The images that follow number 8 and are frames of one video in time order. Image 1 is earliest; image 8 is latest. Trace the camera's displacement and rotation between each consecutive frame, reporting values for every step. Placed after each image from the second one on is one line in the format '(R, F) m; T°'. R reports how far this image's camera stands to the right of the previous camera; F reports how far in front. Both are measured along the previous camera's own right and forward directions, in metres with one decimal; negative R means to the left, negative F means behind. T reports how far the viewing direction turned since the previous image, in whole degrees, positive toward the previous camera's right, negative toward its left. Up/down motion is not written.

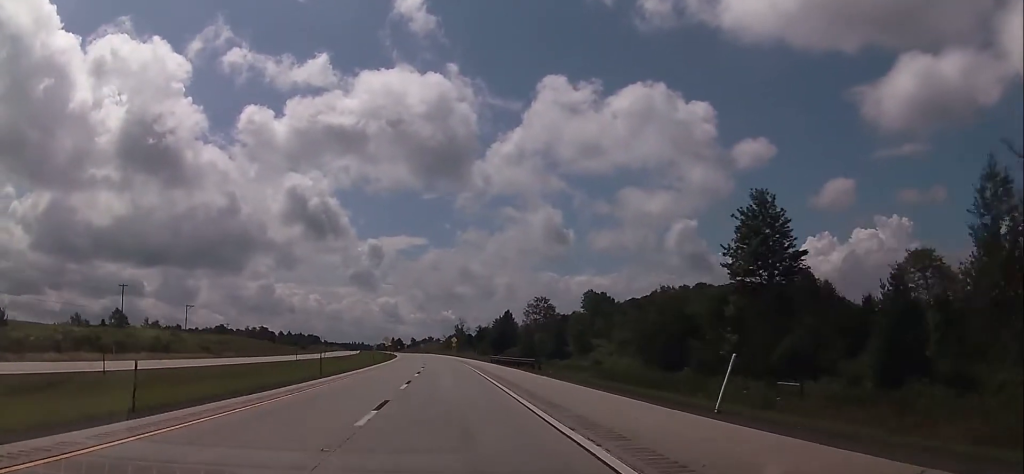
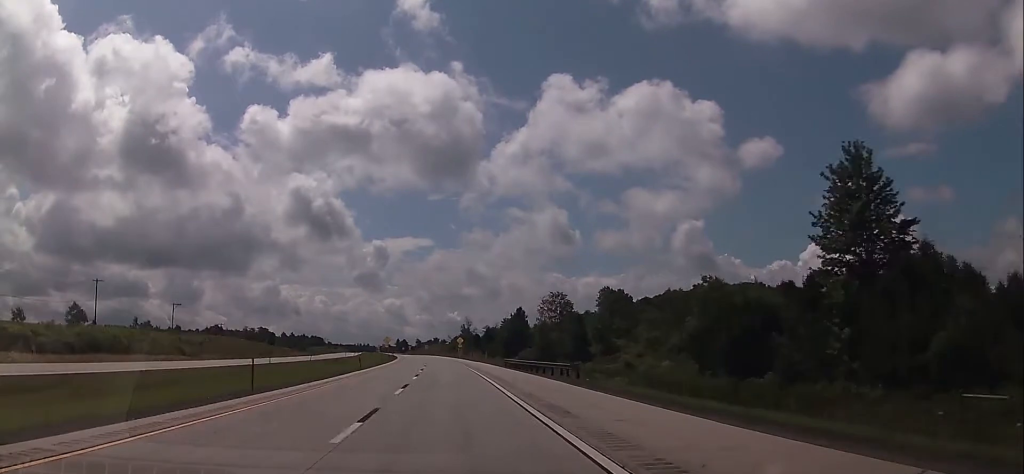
(-0.1, +14.1) m; -1°
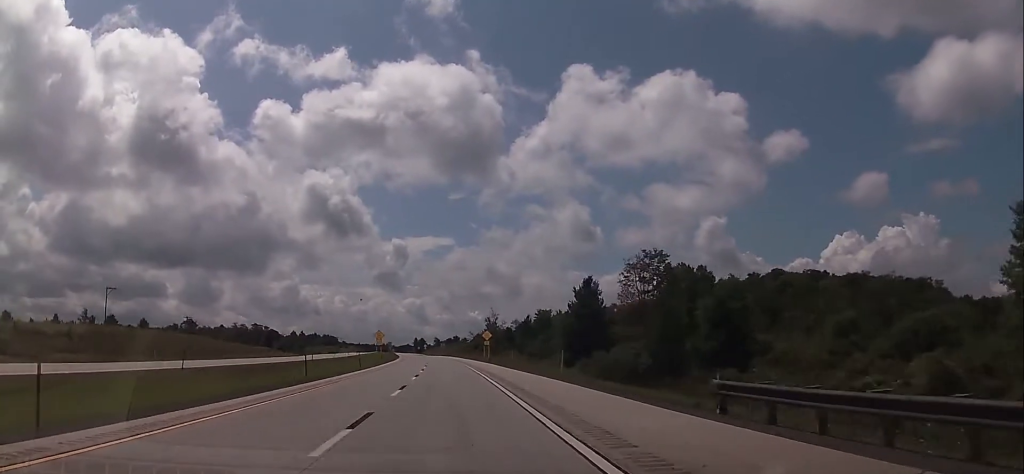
(-0.5, +49.0) m; -1°
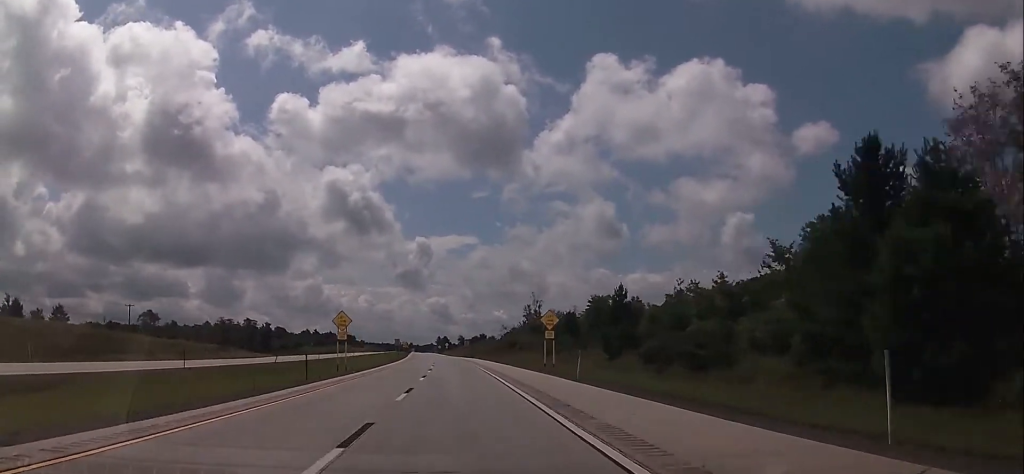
(-0.7, +50.2) m; -2°
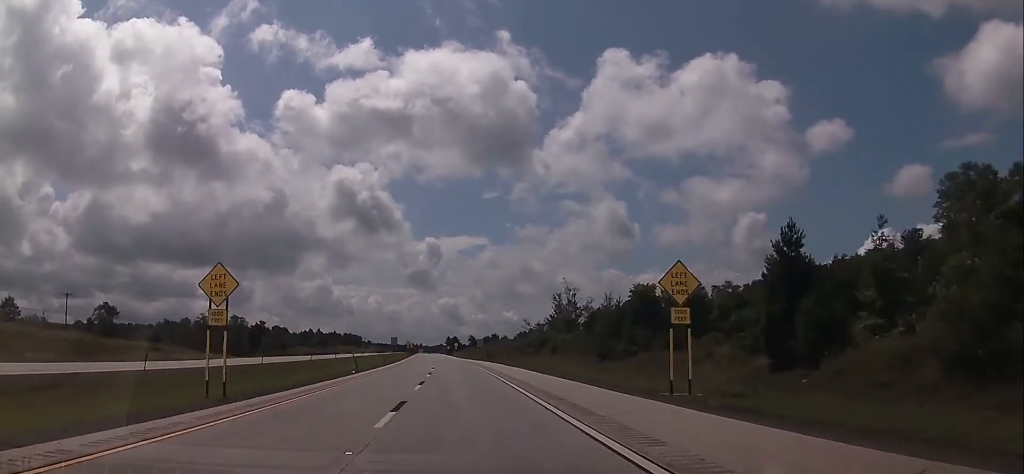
(-0.5, +30.5) m; -1°
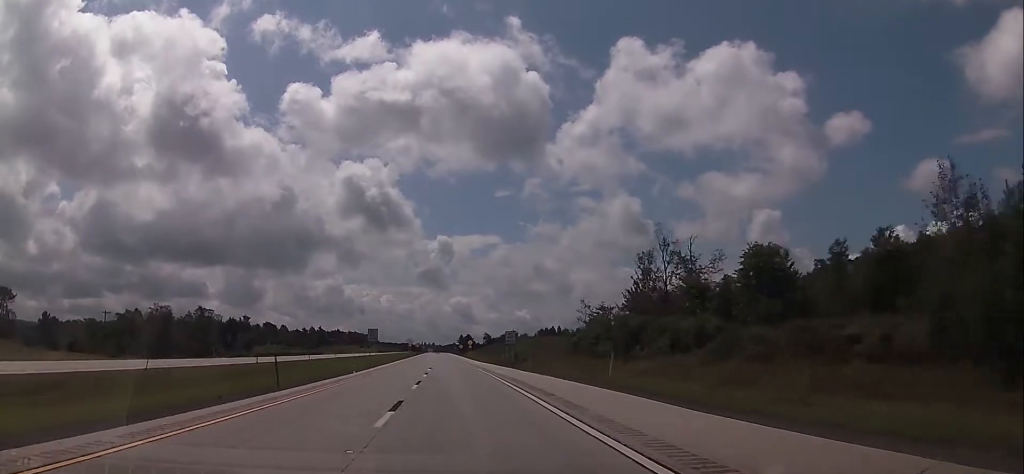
(-0.4, +48.3) m; -1°
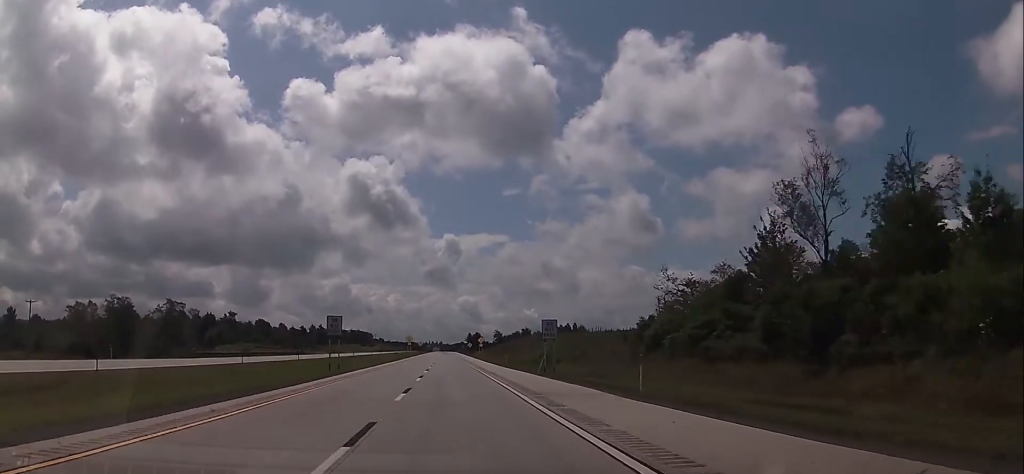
(-0.3, +29.8) m; -1°
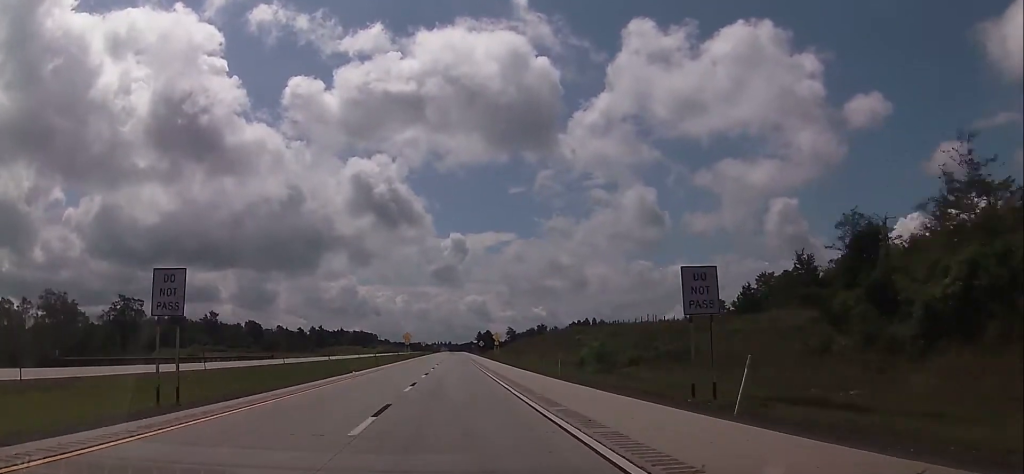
(-0.2, +31.9) m; 0°
